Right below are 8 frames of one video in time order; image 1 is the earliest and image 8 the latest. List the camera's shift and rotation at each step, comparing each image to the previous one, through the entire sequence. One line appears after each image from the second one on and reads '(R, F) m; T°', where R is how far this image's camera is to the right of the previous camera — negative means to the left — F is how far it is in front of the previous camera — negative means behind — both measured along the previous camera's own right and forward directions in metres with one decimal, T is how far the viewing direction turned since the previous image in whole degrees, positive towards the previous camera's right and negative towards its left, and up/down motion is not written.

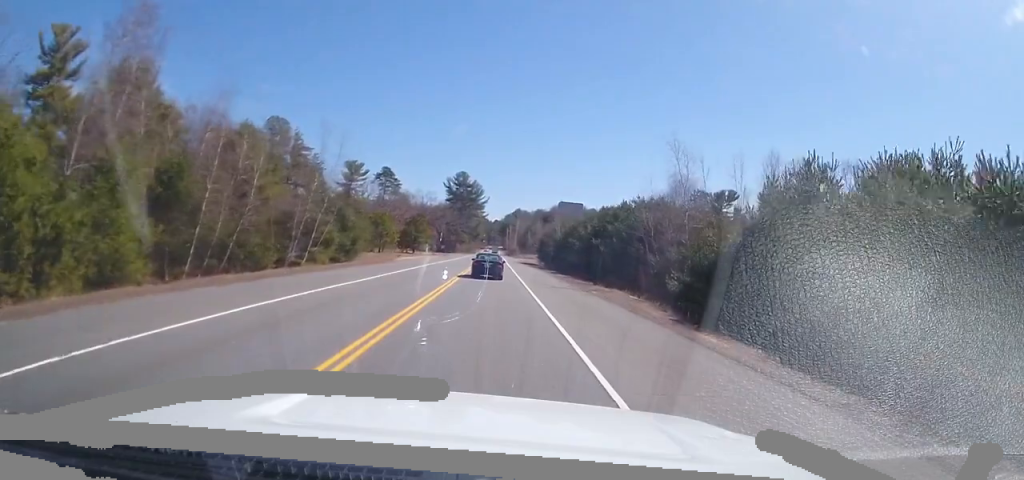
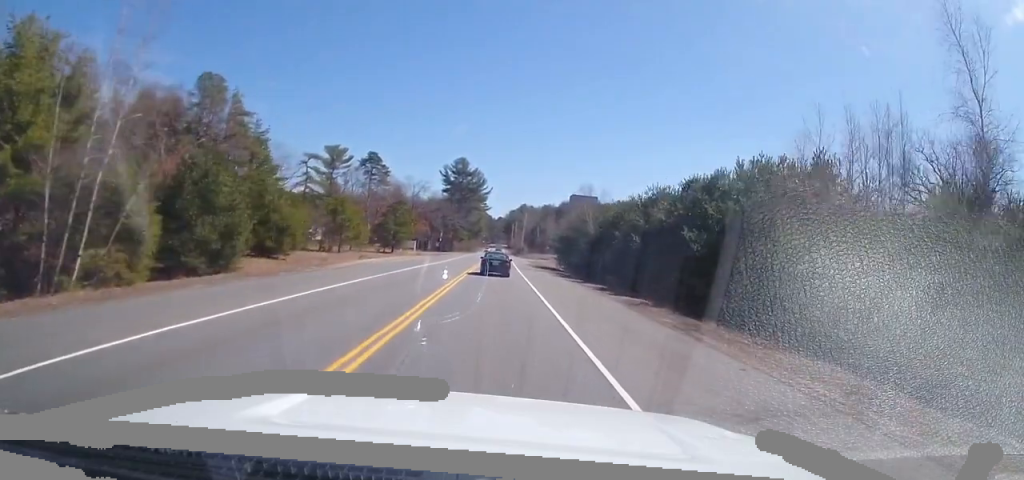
(-0.1, +24.0) m; 0°
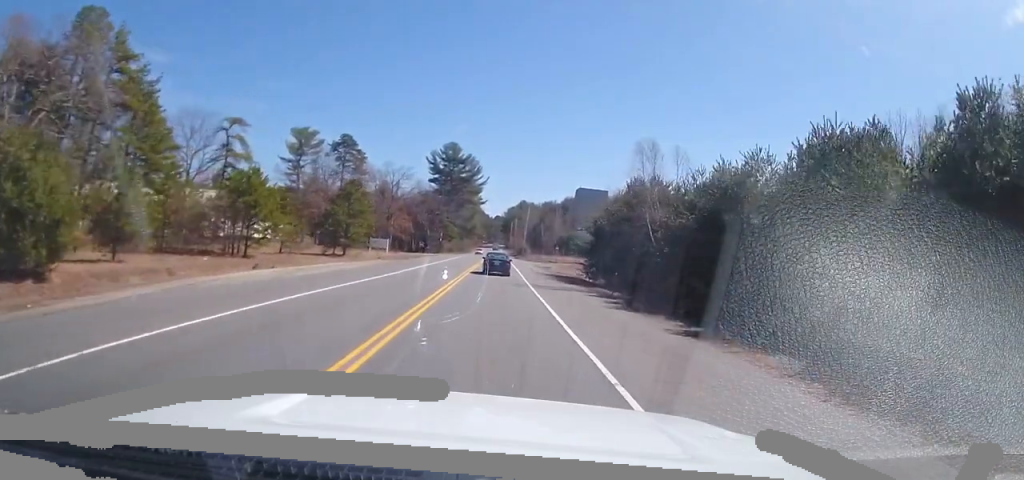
(0.0, +23.3) m; 0°
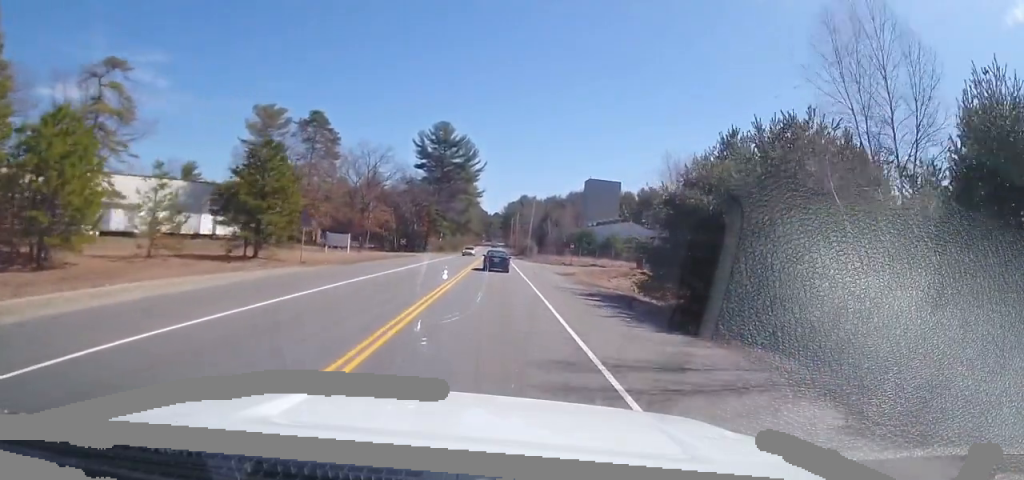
(+0.1, +20.1) m; 0°
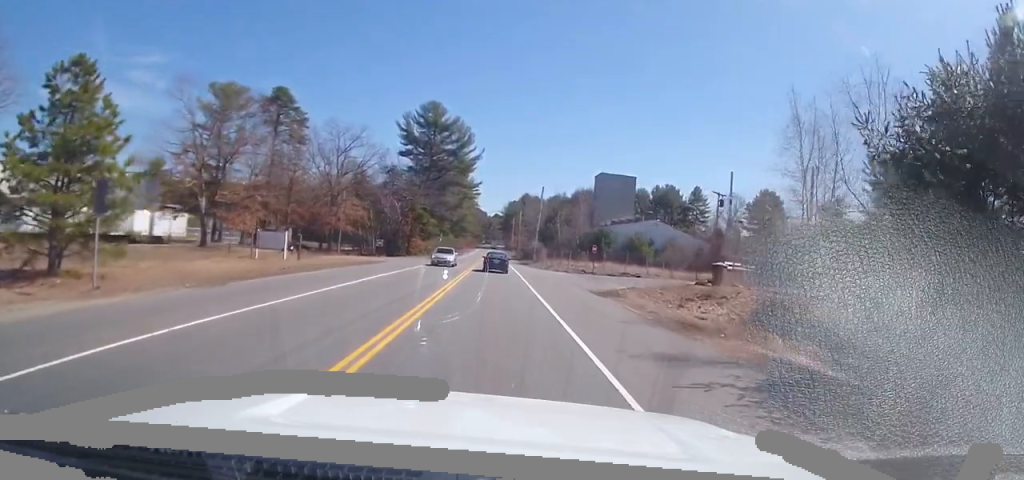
(0.0, +17.5) m; -1°
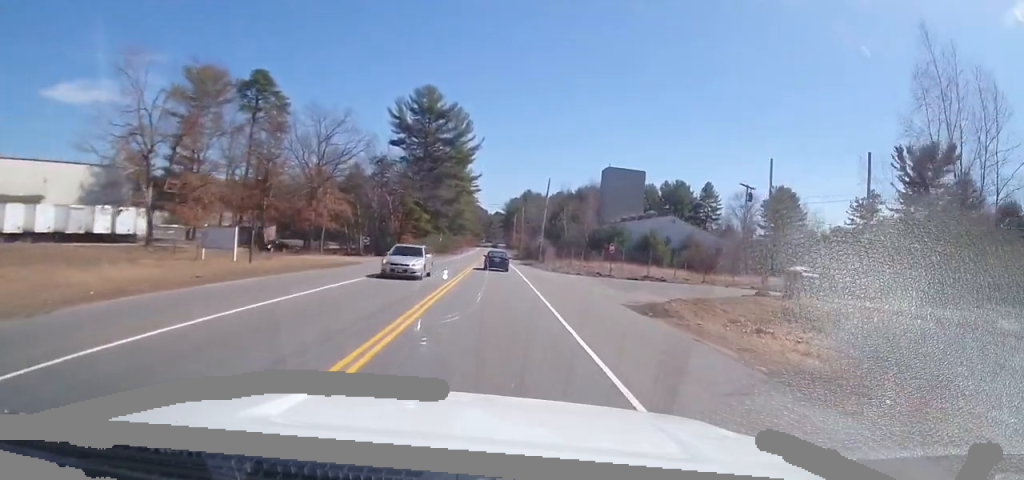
(0.0, +8.3) m; 0°
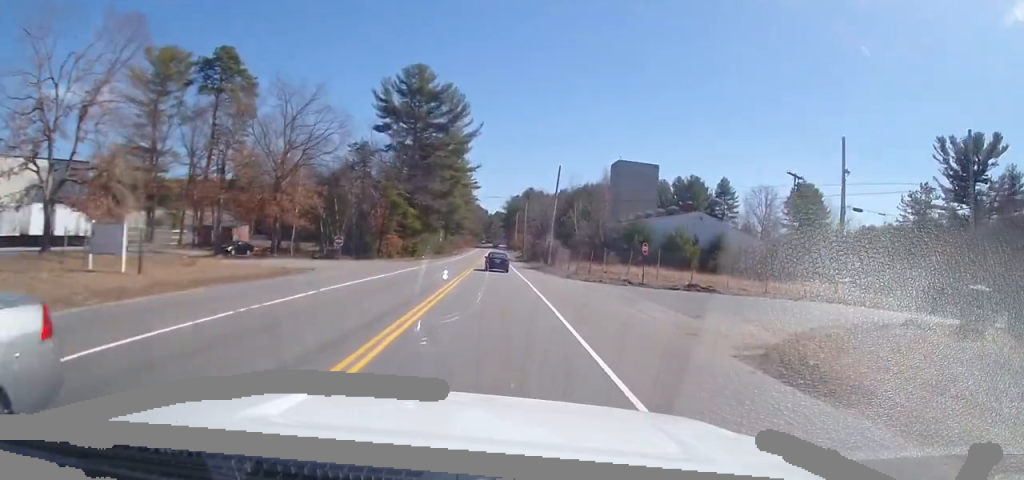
(-0.2, +10.9) m; 0°
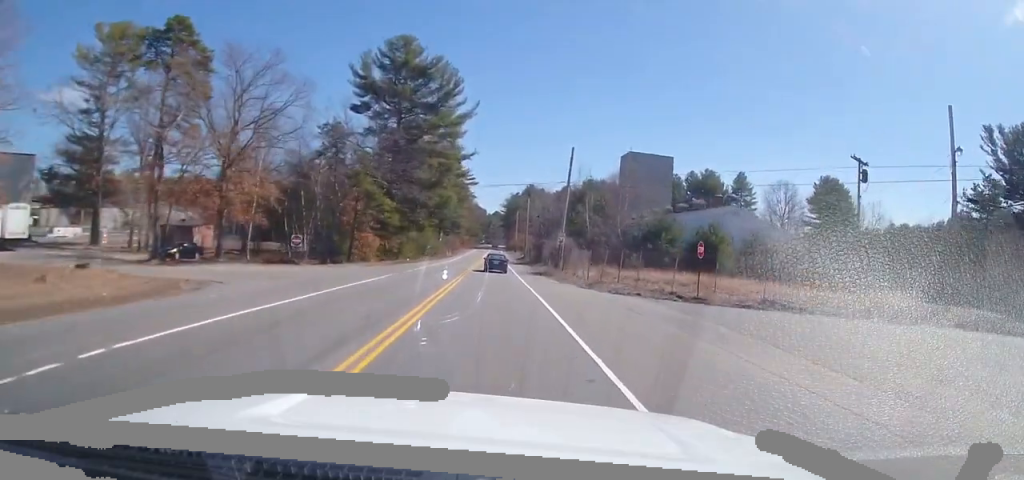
(+0.1, +10.9) m; 0°
